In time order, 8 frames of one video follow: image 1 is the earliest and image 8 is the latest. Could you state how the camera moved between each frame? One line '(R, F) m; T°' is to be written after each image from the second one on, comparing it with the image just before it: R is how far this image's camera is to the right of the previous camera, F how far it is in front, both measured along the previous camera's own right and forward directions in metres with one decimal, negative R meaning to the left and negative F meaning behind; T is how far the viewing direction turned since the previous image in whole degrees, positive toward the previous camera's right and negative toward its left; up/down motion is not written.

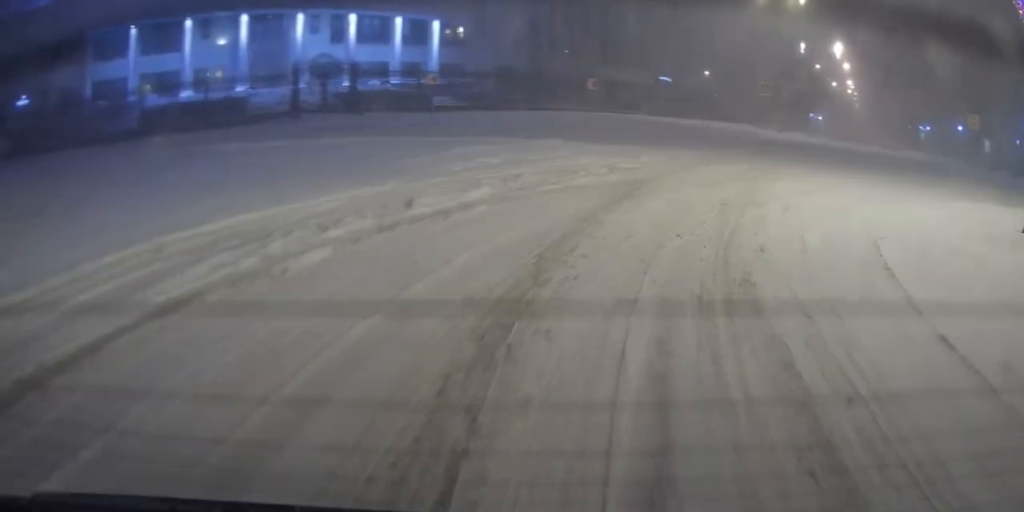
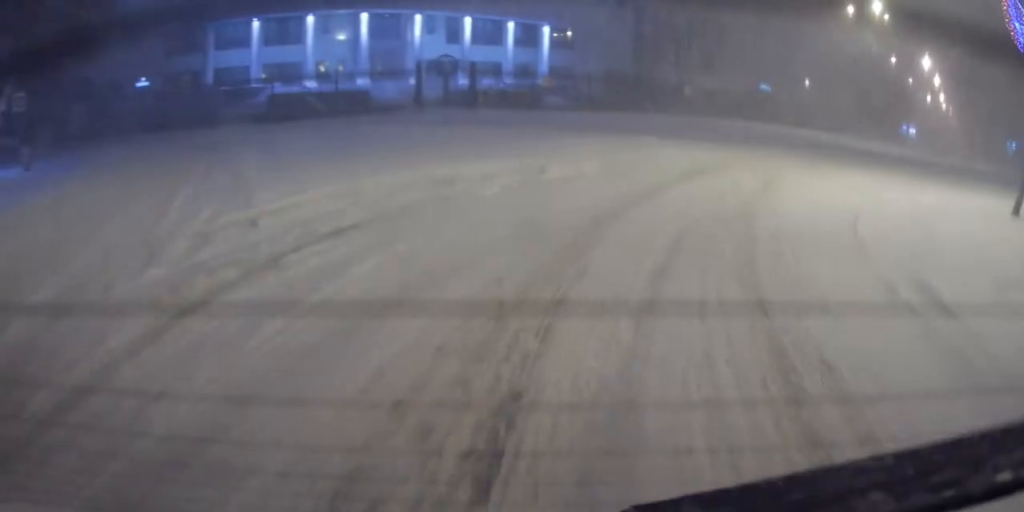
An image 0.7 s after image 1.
(-0.1, +3.2) m; -10°
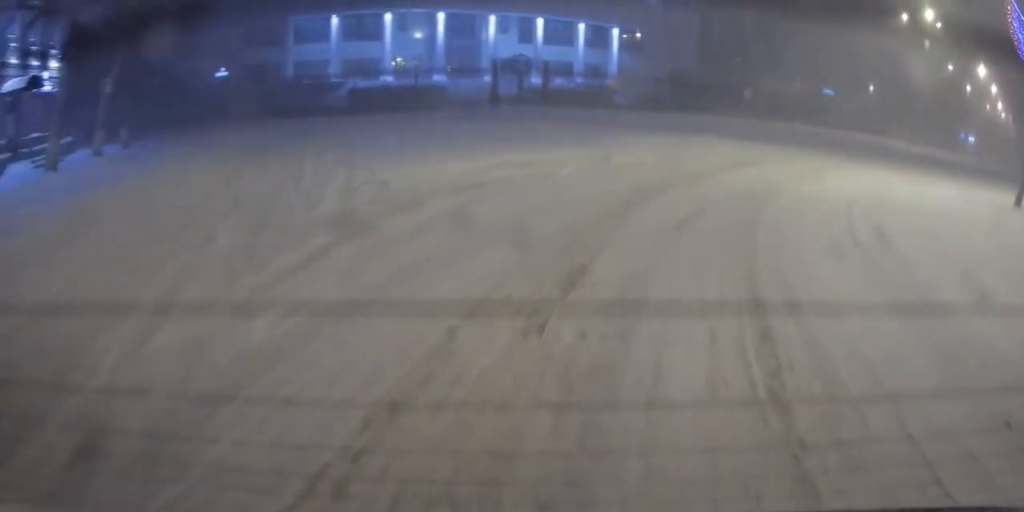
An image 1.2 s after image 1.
(-0.3, +2.1) m; -8°
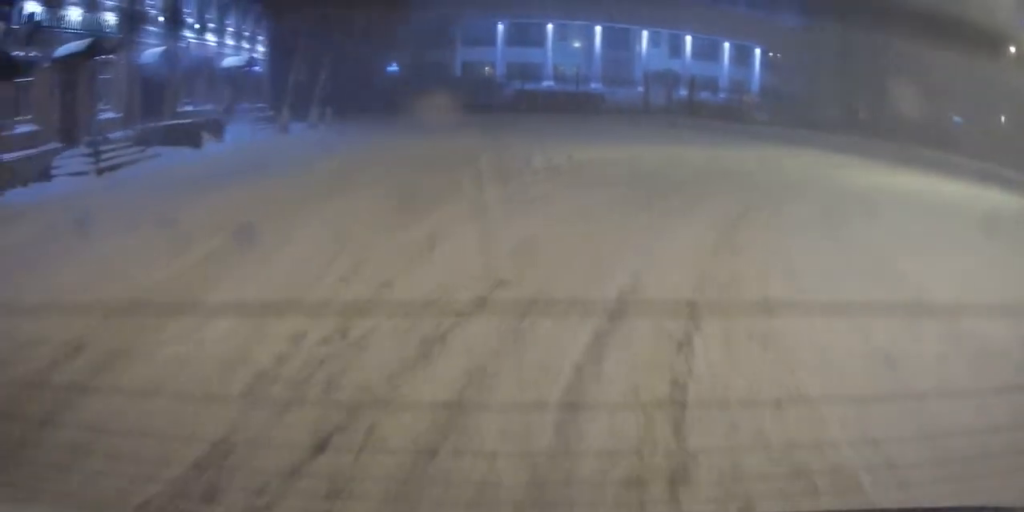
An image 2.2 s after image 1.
(-0.7, +4.8) m; -13°
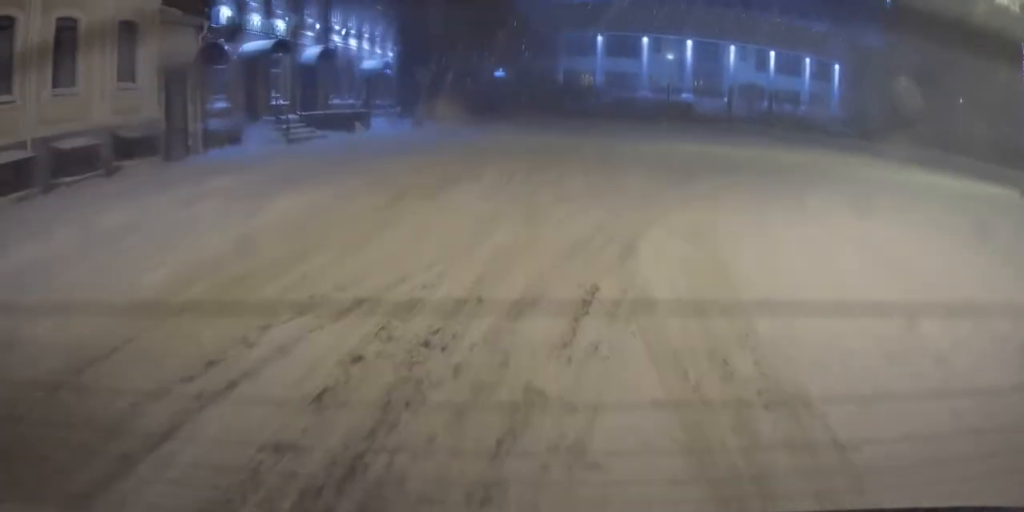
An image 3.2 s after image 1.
(-0.4, +4.7) m; -8°
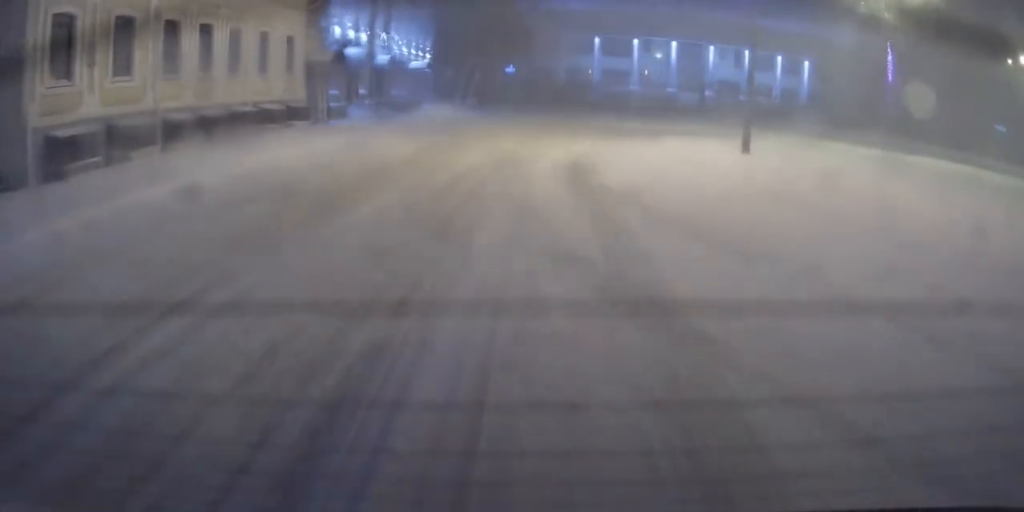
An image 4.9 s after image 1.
(-1.2, +10.0) m; -10°
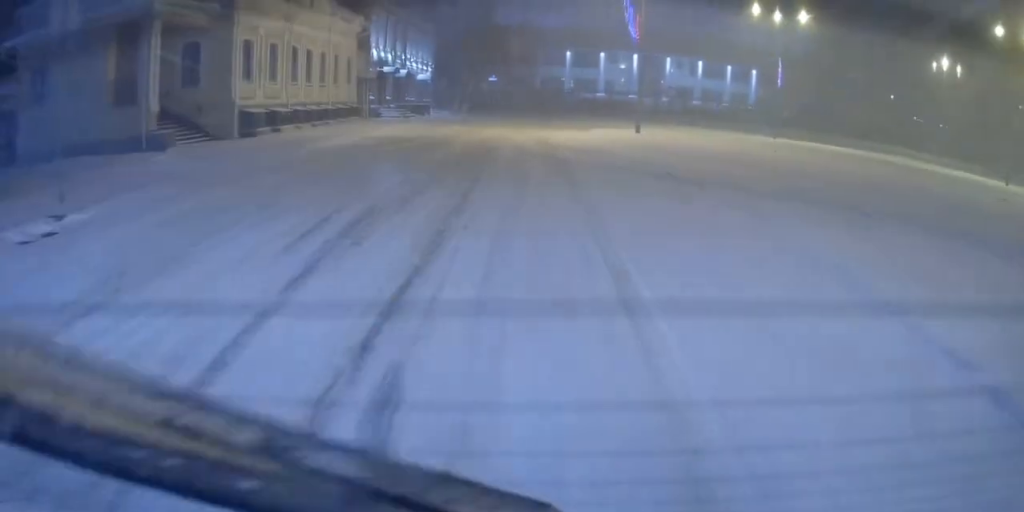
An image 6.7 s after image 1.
(+0.2, +11.3) m; +4°
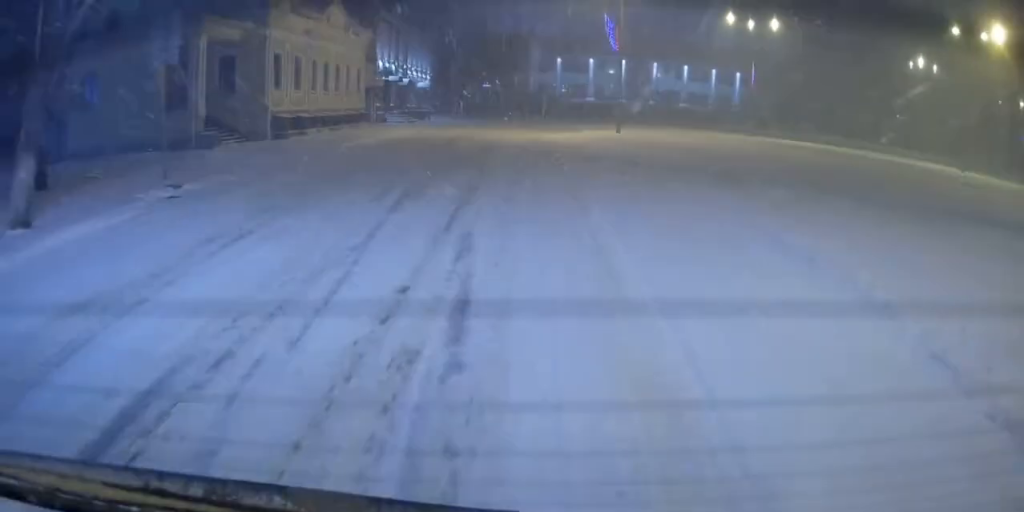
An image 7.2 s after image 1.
(0.0, +3.5) m; +1°
